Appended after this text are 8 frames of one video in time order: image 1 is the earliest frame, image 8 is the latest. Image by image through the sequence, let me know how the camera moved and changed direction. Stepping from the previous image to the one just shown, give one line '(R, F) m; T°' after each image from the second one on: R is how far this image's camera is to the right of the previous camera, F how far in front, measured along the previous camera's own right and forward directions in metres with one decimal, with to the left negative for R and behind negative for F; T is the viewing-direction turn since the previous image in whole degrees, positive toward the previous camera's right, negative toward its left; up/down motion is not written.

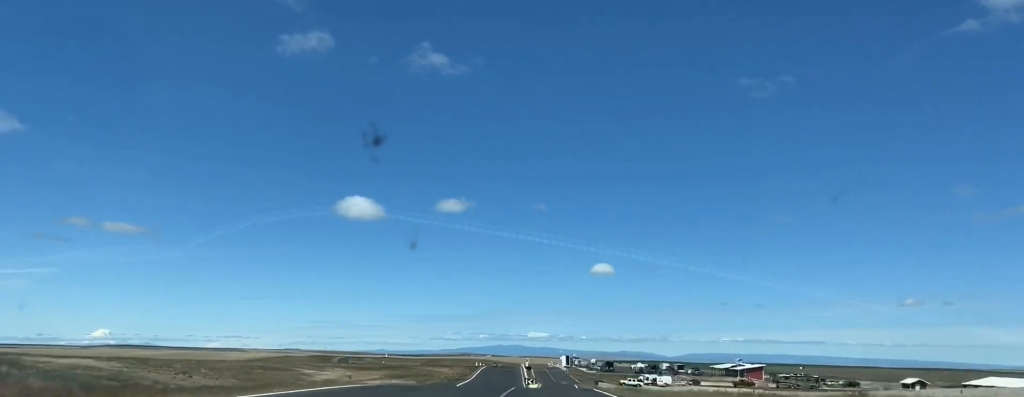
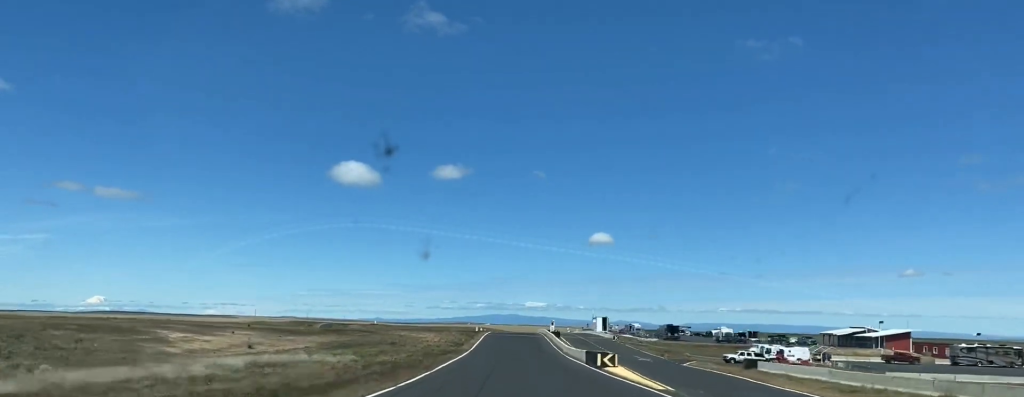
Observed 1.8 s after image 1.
(-0.6, +75.8) m; 0°
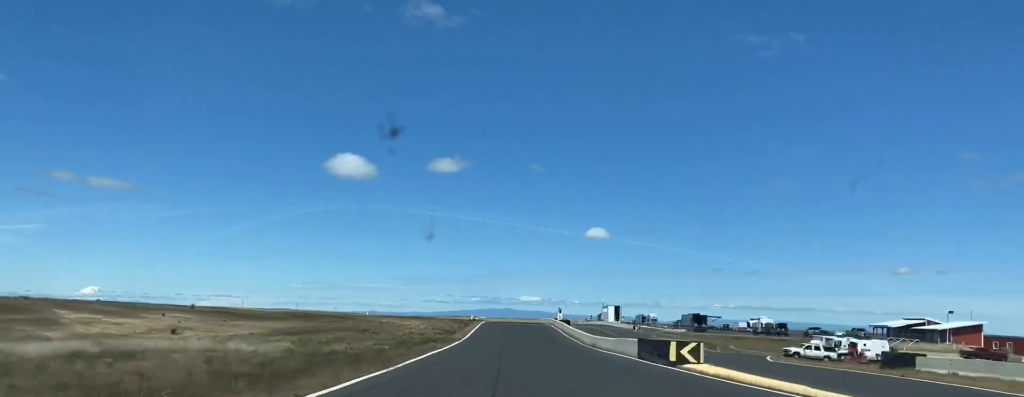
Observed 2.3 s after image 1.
(+0.4, +23.0) m; +1°
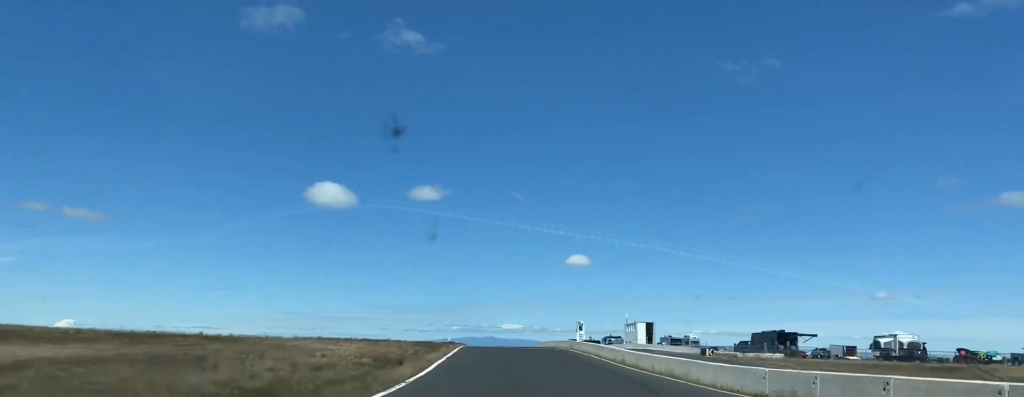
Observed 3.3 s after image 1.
(+0.6, +47.1) m; +1°
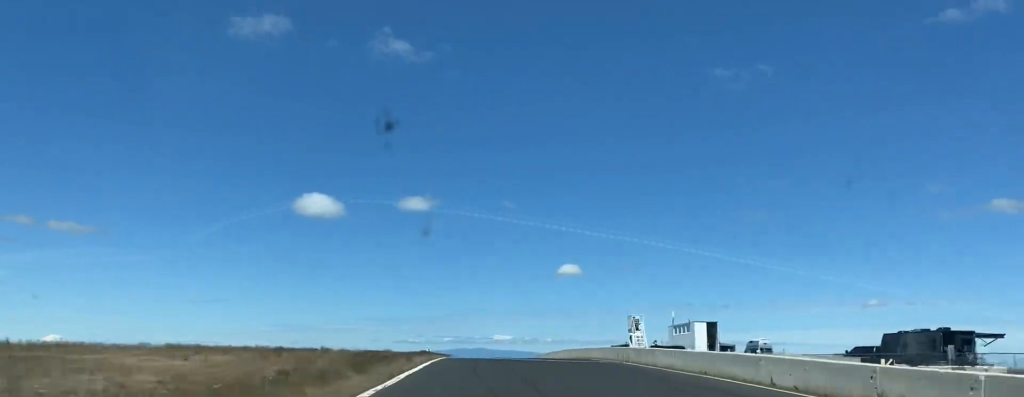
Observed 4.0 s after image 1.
(0.0, +33.7) m; 0°
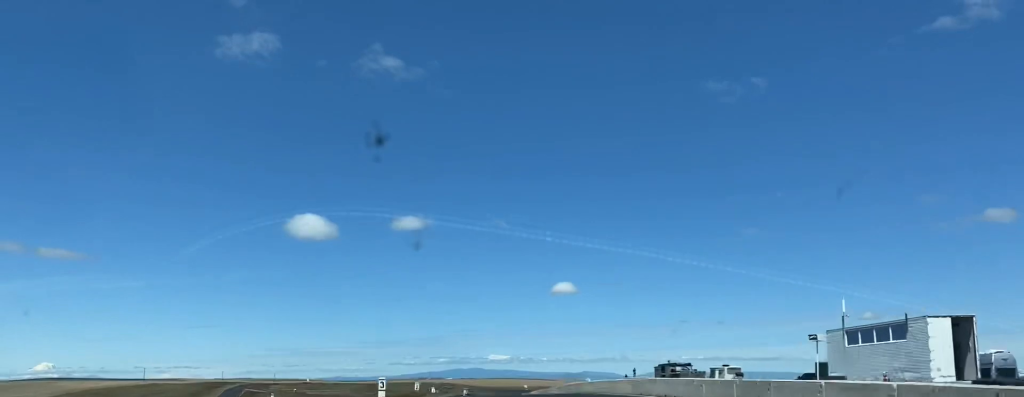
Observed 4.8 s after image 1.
(+0.1, +40.7) m; 0°
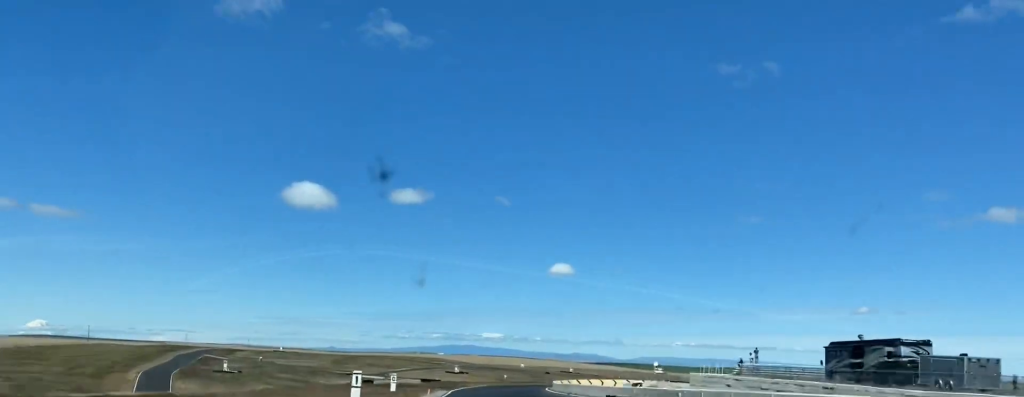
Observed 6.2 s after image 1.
(+0.5, +65.3) m; +1°
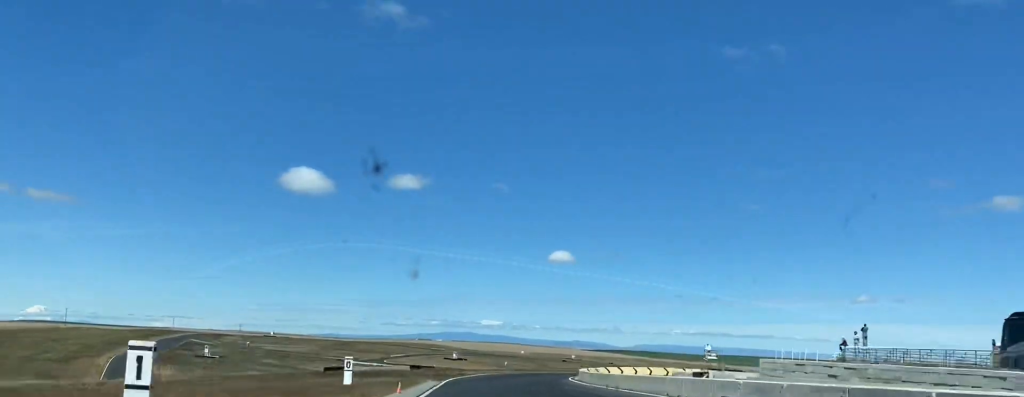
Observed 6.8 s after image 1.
(+0.1, +24.9) m; 0°
